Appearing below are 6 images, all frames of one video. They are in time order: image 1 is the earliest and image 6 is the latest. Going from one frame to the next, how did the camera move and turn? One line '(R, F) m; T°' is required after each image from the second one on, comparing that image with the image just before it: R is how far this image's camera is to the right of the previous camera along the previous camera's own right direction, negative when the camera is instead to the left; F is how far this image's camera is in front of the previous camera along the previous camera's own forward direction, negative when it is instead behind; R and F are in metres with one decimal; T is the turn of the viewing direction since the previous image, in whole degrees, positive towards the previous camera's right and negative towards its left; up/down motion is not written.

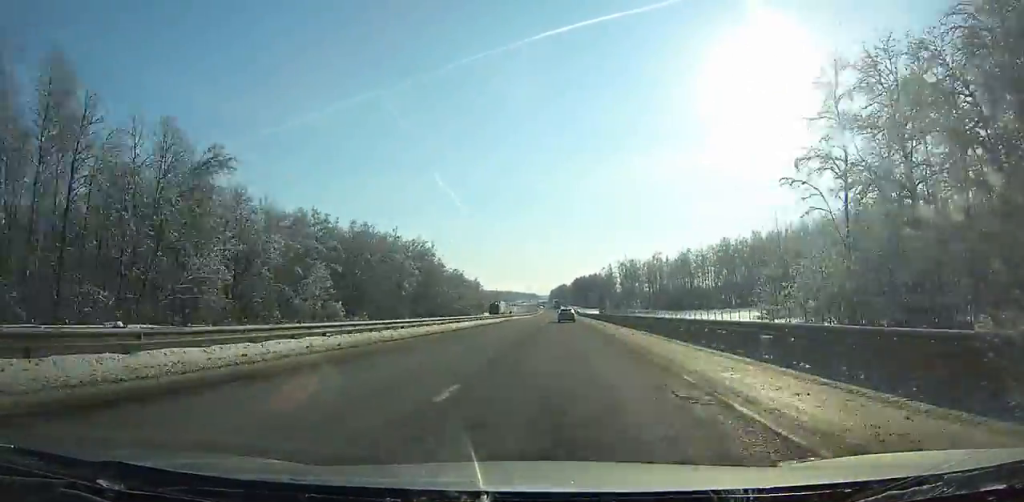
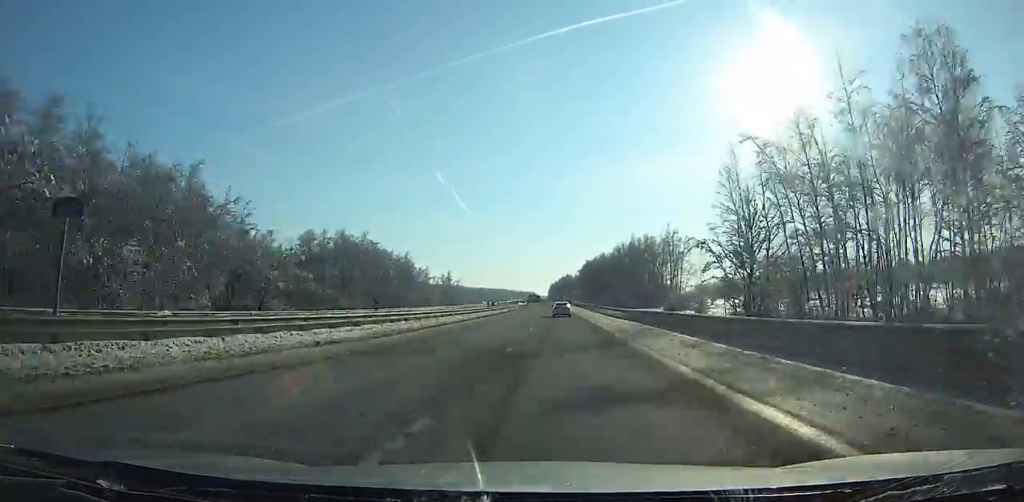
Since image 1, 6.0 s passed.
(-0.8, +183.5) m; -1°
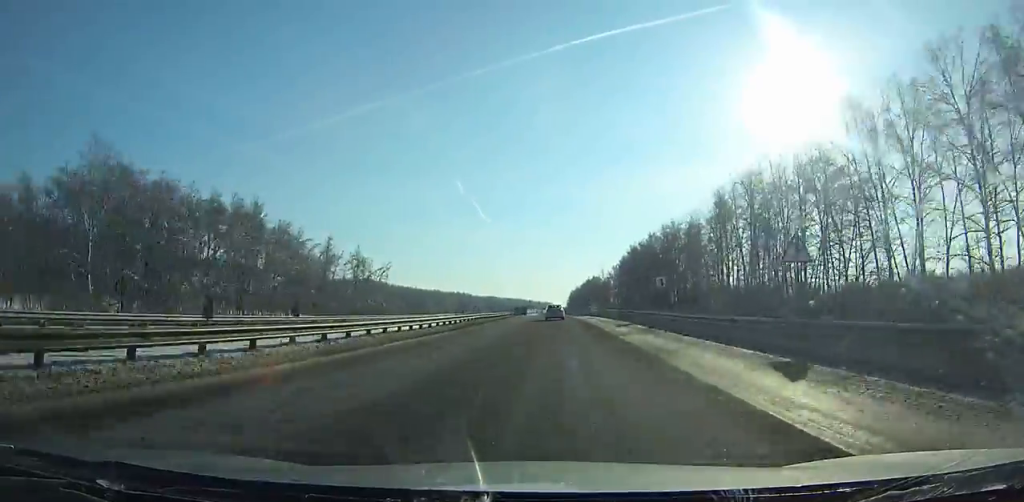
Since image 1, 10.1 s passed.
(-1.5, +124.5) m; -2°
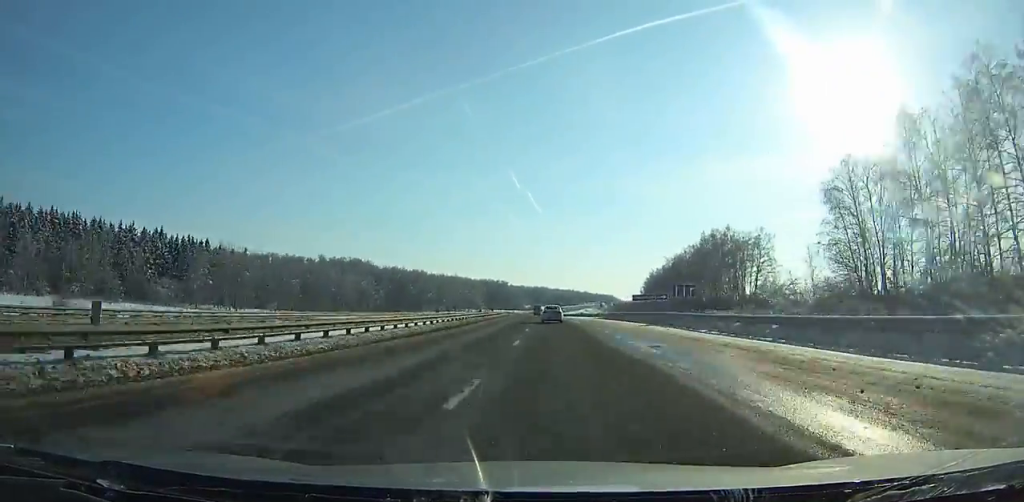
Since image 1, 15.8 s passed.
(-6.8, +170.3) m; -5°
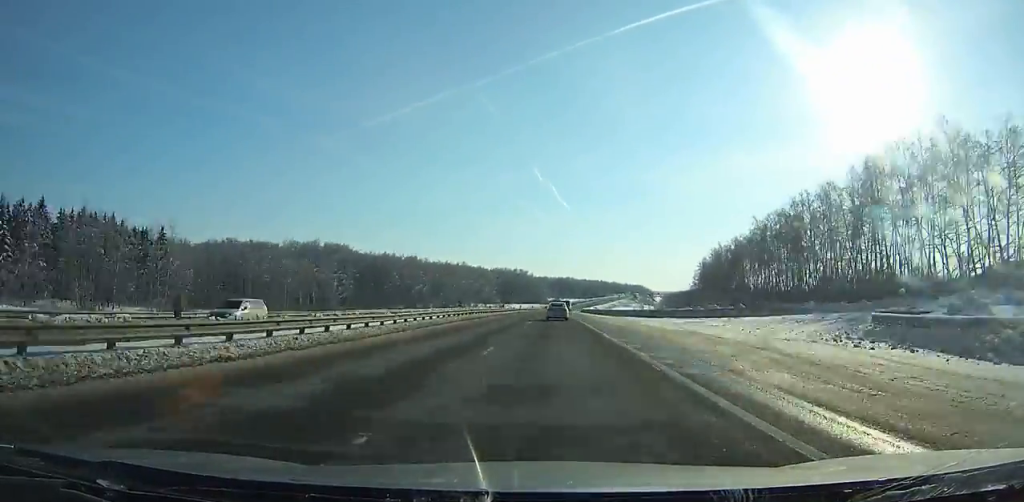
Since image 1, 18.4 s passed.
(-1.9, +77.0) m; -2°
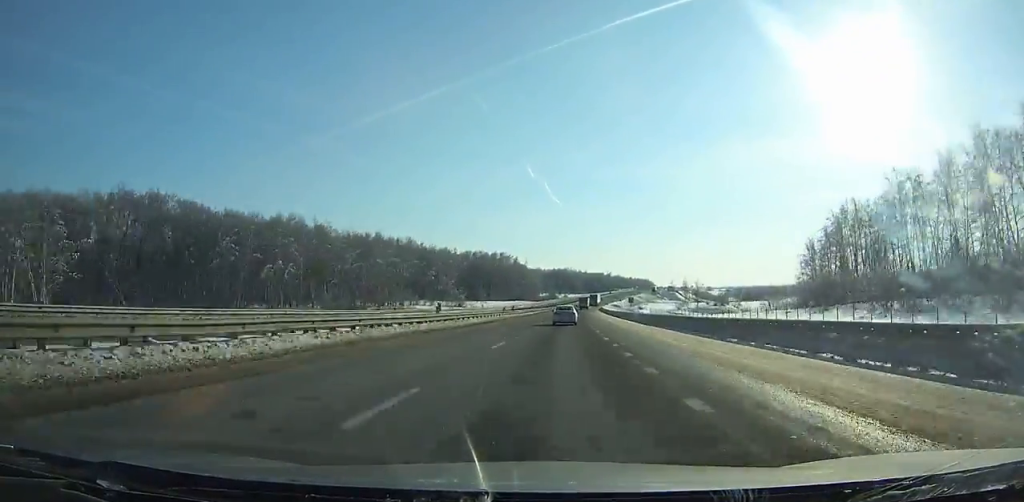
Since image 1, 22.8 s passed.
(-1.4, +130.2) m; +1°
